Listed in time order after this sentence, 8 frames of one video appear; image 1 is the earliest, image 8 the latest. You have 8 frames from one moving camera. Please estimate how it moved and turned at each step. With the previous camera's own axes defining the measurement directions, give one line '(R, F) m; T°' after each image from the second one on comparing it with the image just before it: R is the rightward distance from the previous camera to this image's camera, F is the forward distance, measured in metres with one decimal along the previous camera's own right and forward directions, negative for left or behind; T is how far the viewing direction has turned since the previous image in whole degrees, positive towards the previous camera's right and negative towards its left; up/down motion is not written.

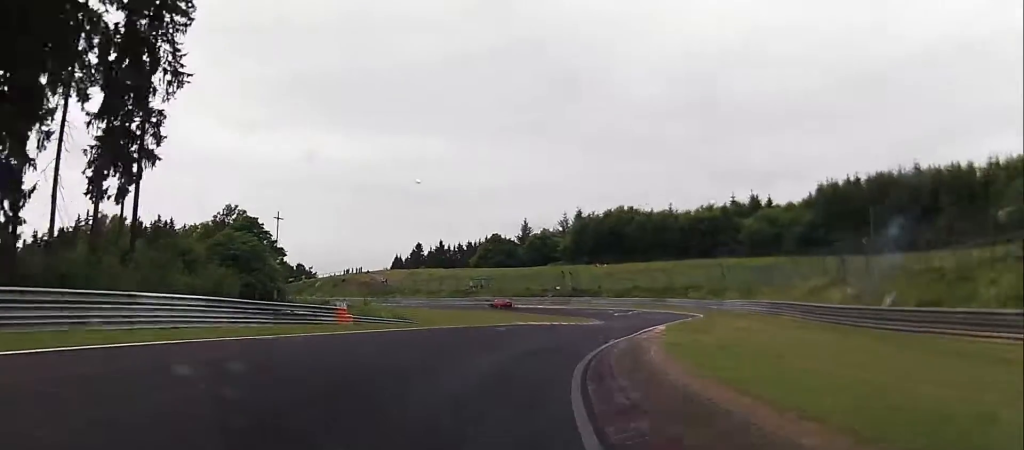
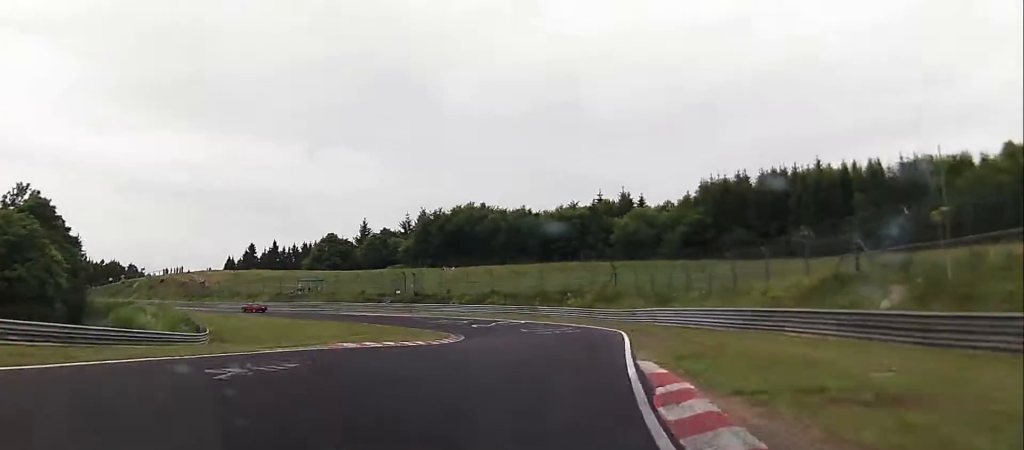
(+1.4, +17.6) m; +10°
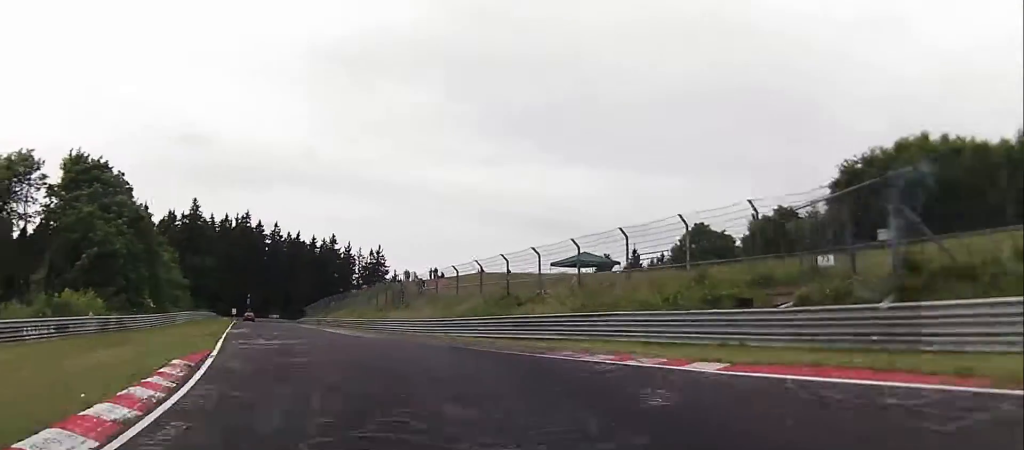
(-5.4, +65.7) m; -26°
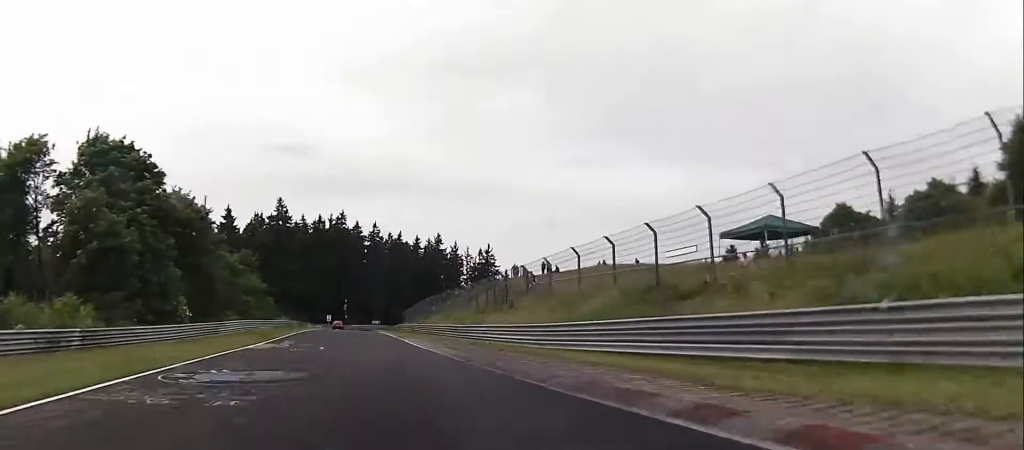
(-1.6, +13.6) m; -9°
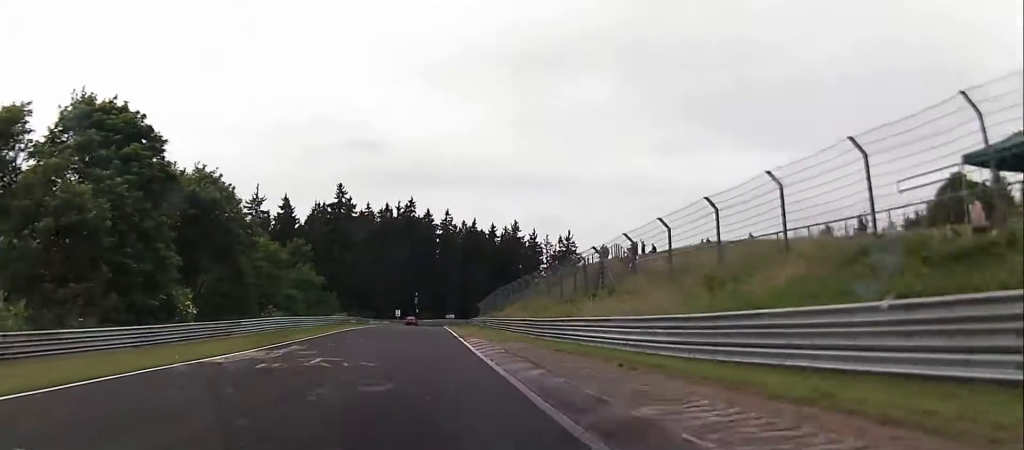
(-0.3, +12.4) m; -8°
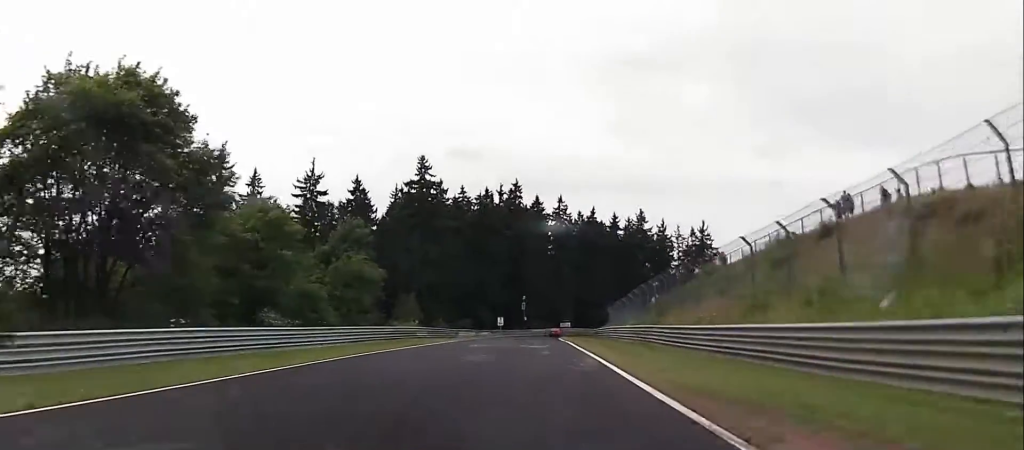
(-4.0, +29.3) m; -4°
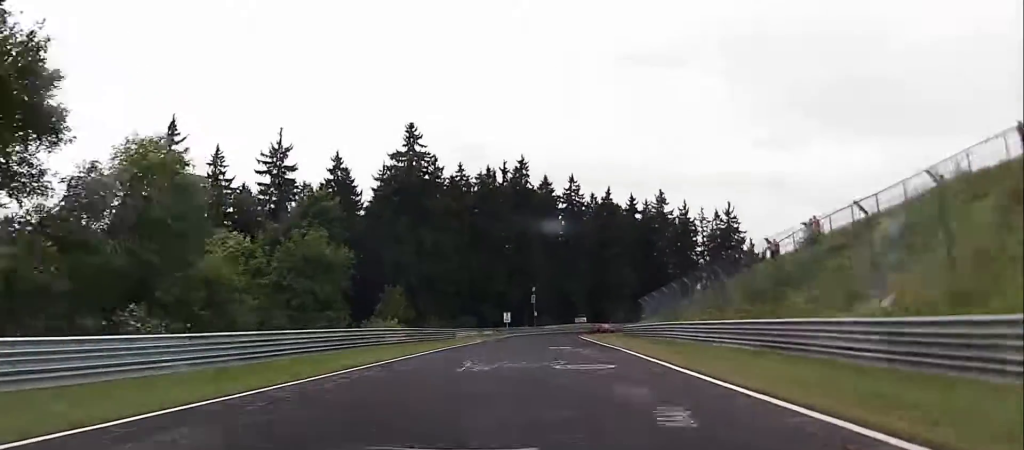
(+1.6, +16.6) m; 0°
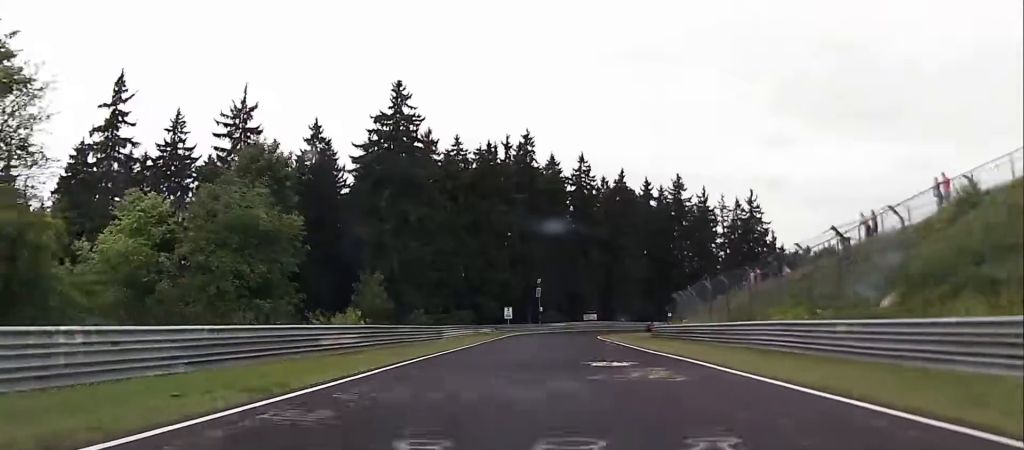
(+0.7, +13.1) m; 0°
